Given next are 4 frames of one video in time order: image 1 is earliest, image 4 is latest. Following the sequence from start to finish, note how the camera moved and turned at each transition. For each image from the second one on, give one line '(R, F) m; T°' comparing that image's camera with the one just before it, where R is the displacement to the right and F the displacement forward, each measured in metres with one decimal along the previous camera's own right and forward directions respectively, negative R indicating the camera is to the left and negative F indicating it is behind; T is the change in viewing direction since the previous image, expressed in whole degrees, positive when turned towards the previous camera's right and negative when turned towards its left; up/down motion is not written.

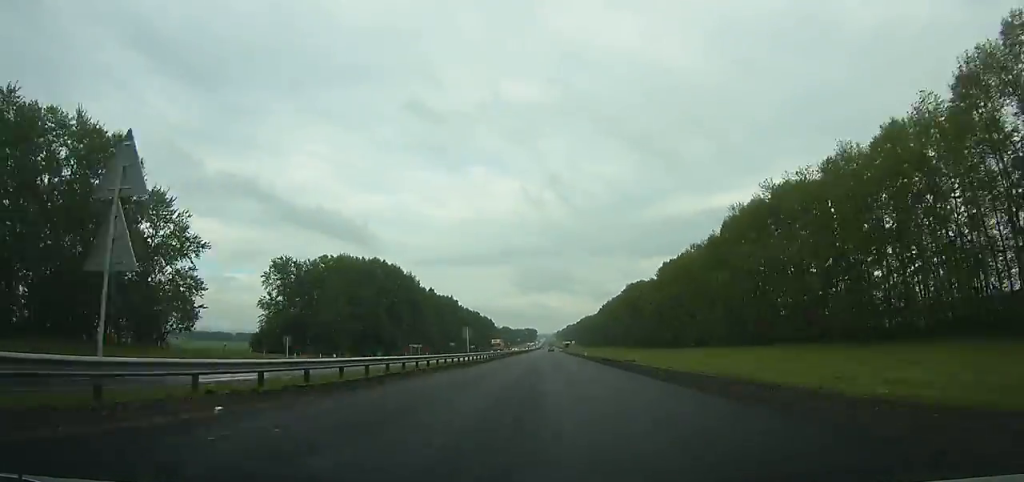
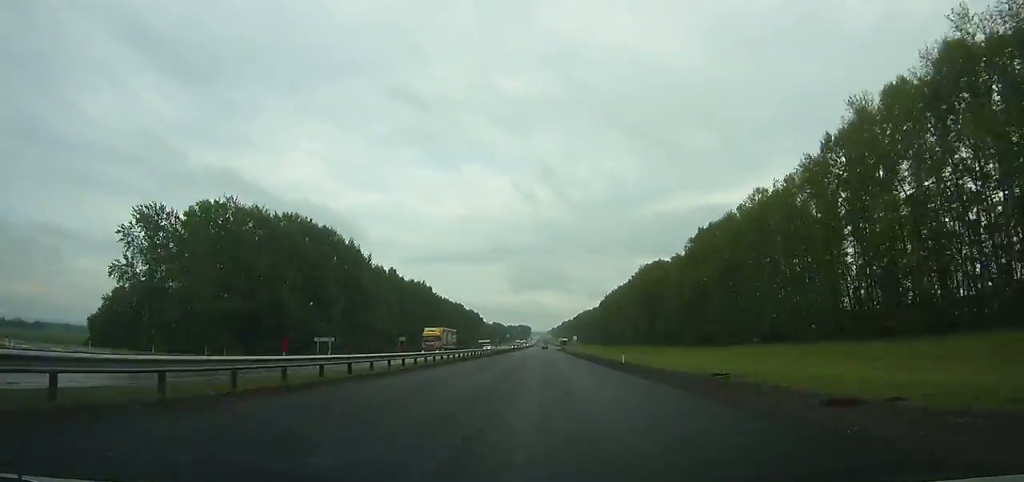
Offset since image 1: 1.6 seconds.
(0.0, +49.9) m; 0°
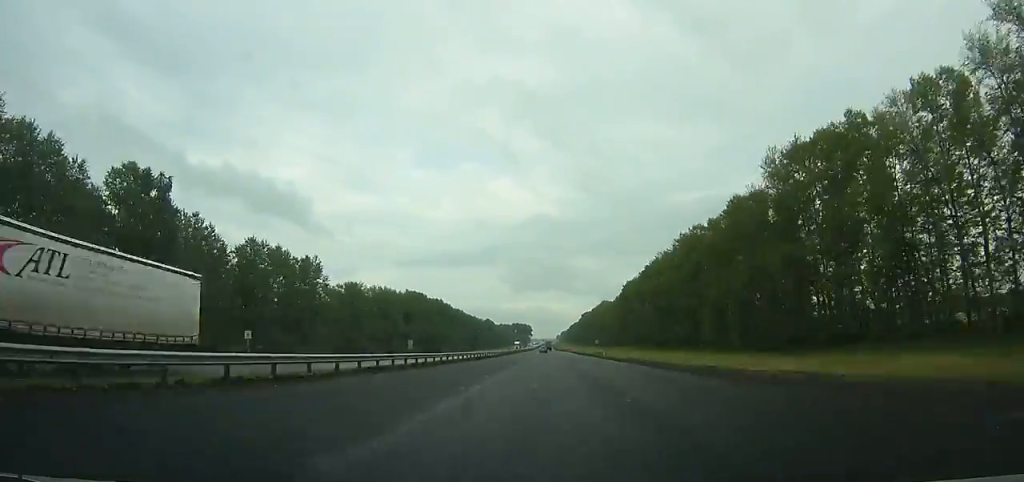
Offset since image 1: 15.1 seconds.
(-3.2, +399.0) m; -1°
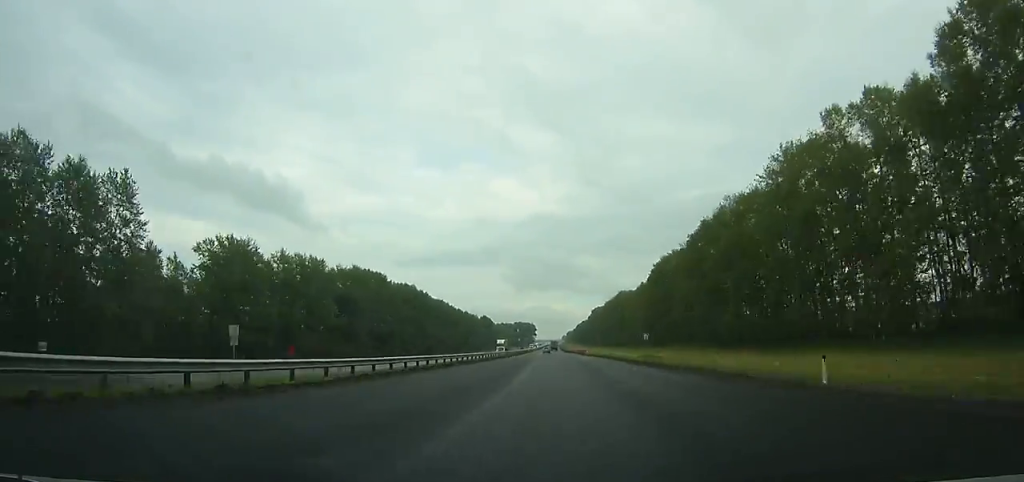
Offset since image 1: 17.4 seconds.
(-0.2, +64.8) m; 0°
